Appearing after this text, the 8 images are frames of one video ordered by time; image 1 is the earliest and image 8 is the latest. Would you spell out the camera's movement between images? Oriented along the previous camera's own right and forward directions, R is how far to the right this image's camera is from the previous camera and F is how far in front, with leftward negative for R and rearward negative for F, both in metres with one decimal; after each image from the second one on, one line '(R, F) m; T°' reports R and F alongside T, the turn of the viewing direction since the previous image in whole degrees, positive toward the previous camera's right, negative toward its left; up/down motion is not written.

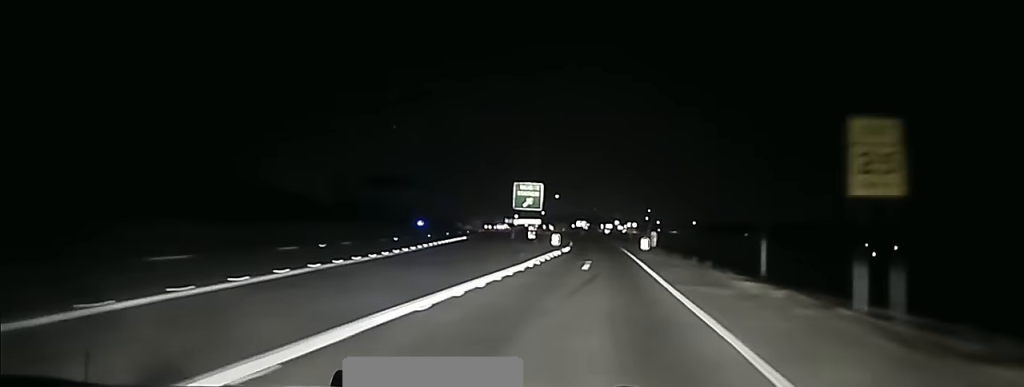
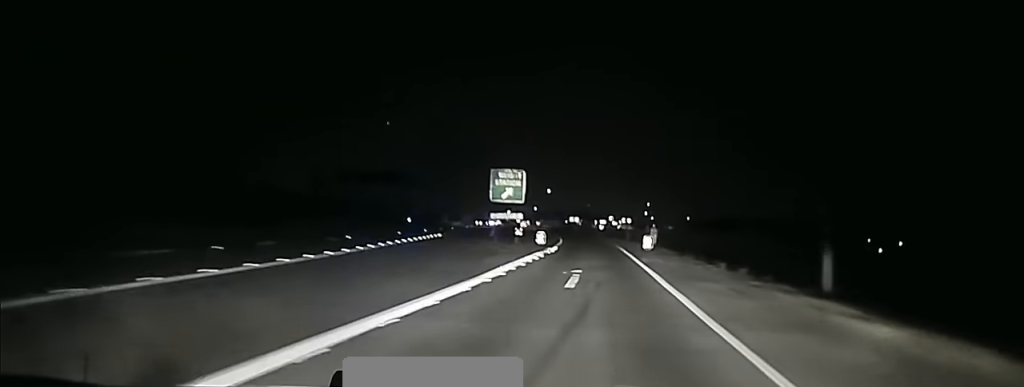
(0.0, +12.6) m; 0°
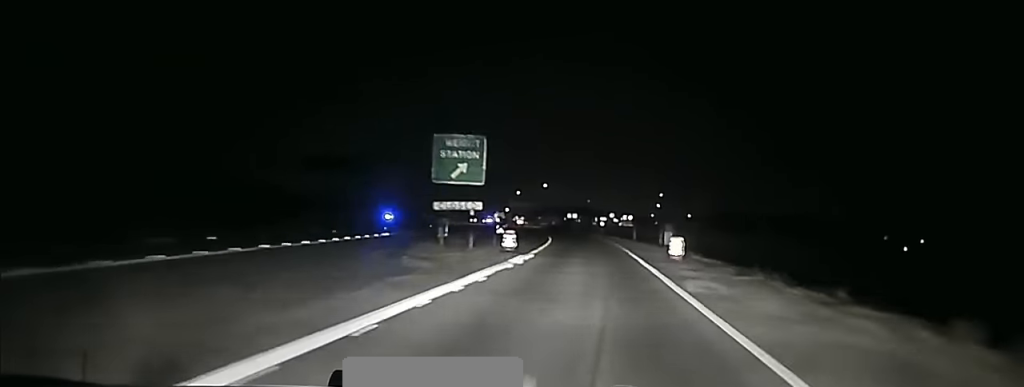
(+0.3, +22.4) m; 0°
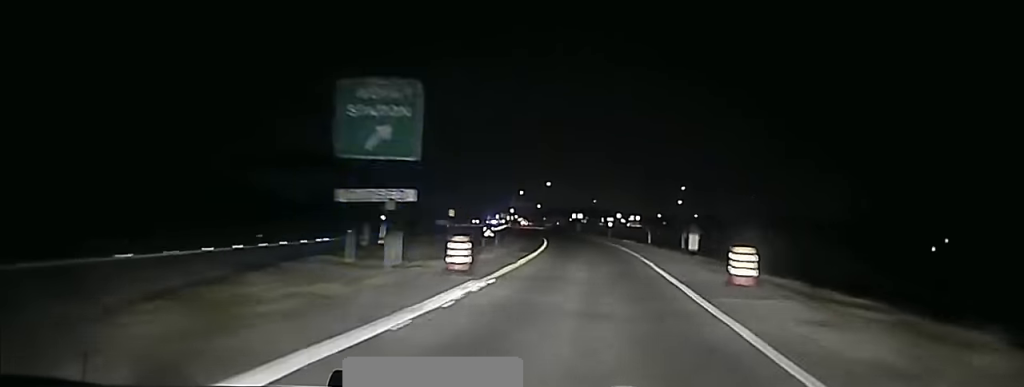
(0.0, +14.8) m; -1°
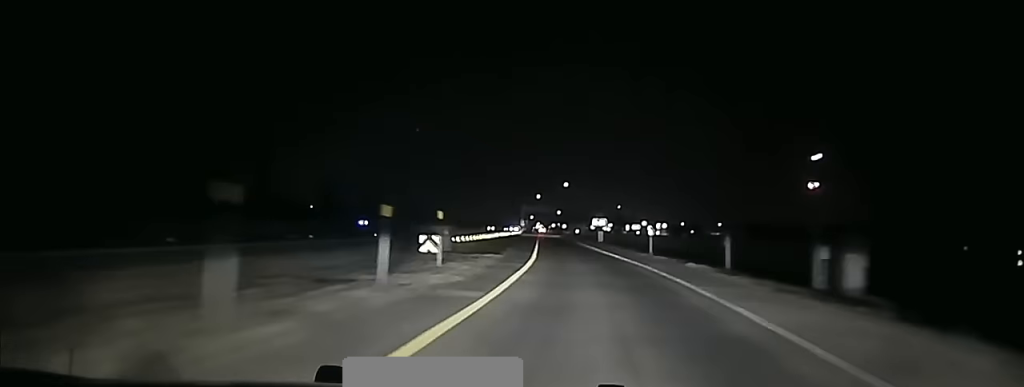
(-0.8, +34.7) m; -3°
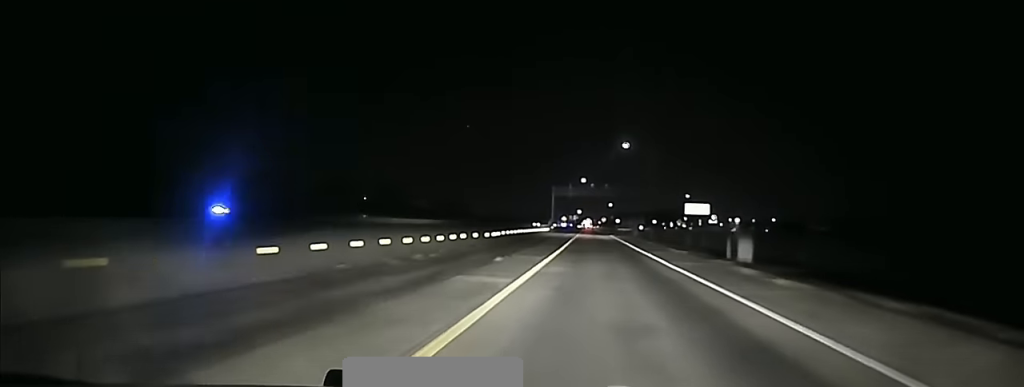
(-2.5, +74.2) m; -2°
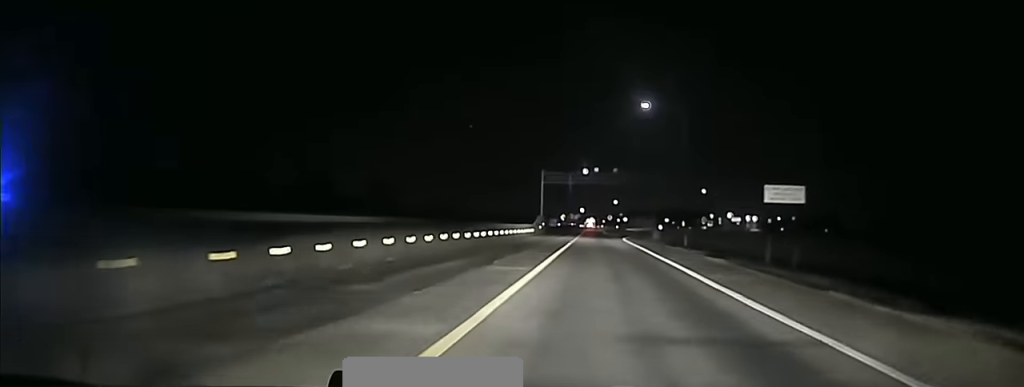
(-0.1, +36.4) m; 0°
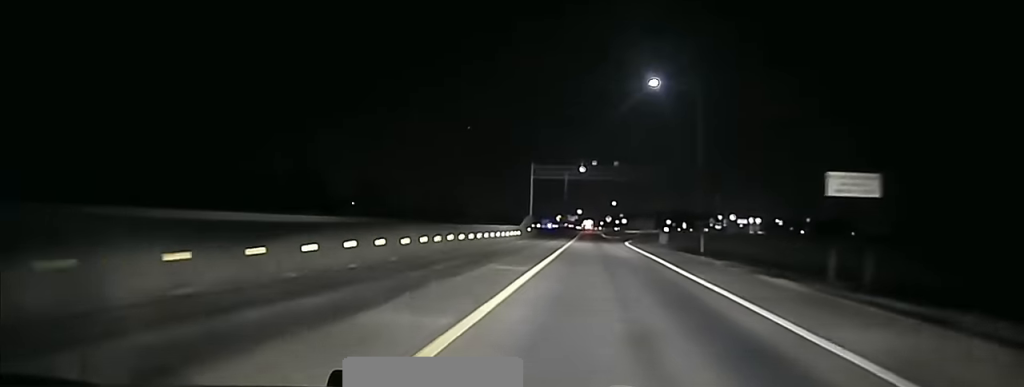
(-0.2, +12.0) m; 0°
